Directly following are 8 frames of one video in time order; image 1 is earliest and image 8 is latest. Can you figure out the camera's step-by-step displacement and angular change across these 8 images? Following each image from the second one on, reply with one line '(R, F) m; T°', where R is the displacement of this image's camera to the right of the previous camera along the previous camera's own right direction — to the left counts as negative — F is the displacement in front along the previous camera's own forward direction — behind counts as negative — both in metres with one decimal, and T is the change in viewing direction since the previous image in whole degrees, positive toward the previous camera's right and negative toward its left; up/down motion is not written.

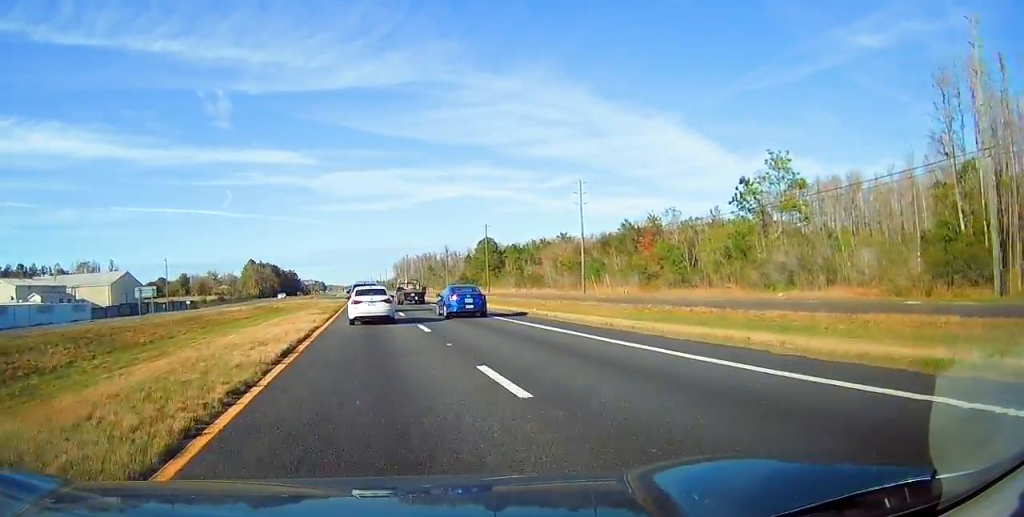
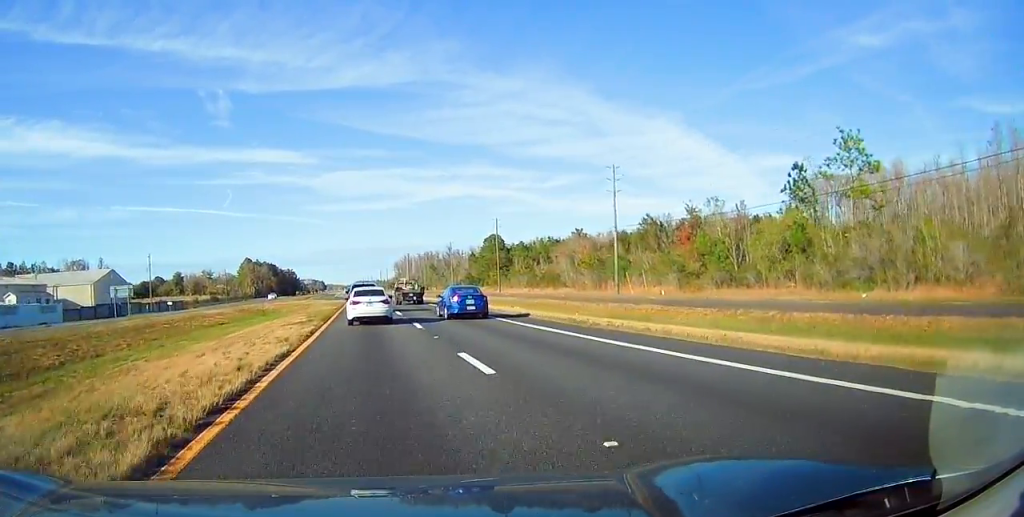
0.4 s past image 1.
(-0.1, +10.2) m; 0°
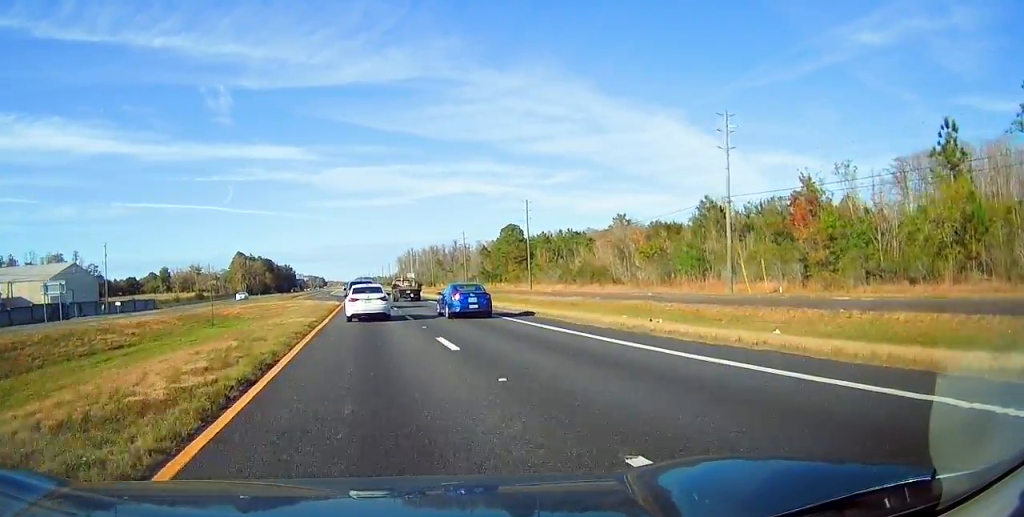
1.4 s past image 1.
(-0.1, +21.4) m; 0°
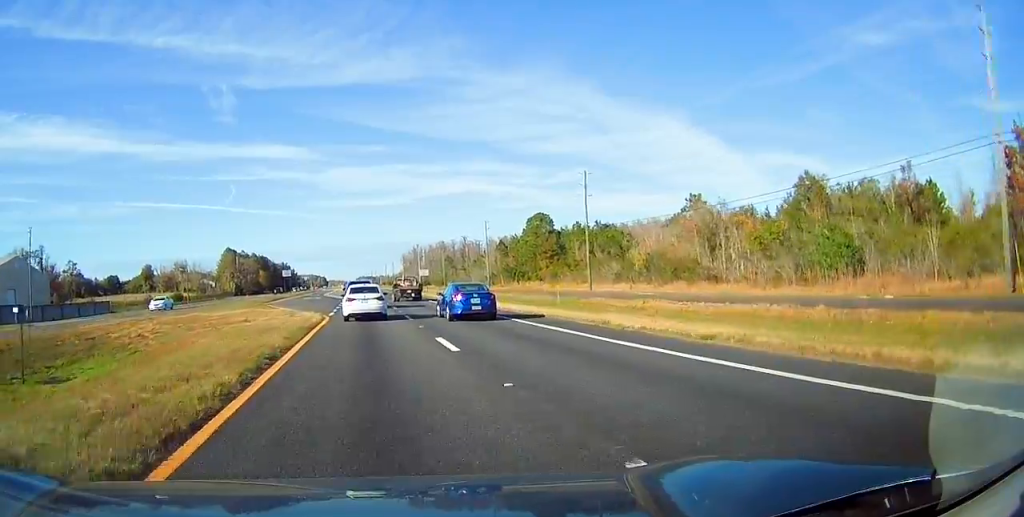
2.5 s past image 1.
(+0.2, +24.9) m; +1°
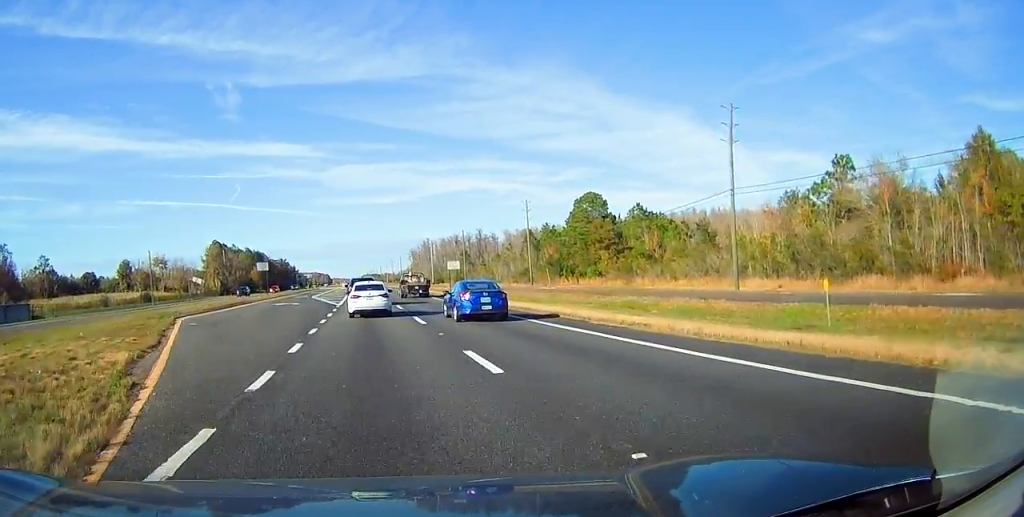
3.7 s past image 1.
(0.0, +29.4) m; -1°
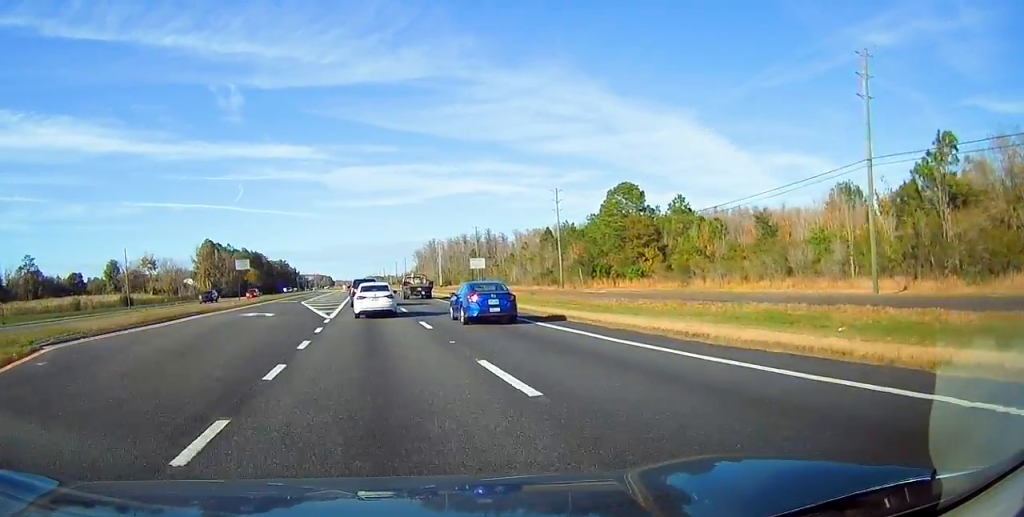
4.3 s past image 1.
(-0.3, +14.5) m; 0°
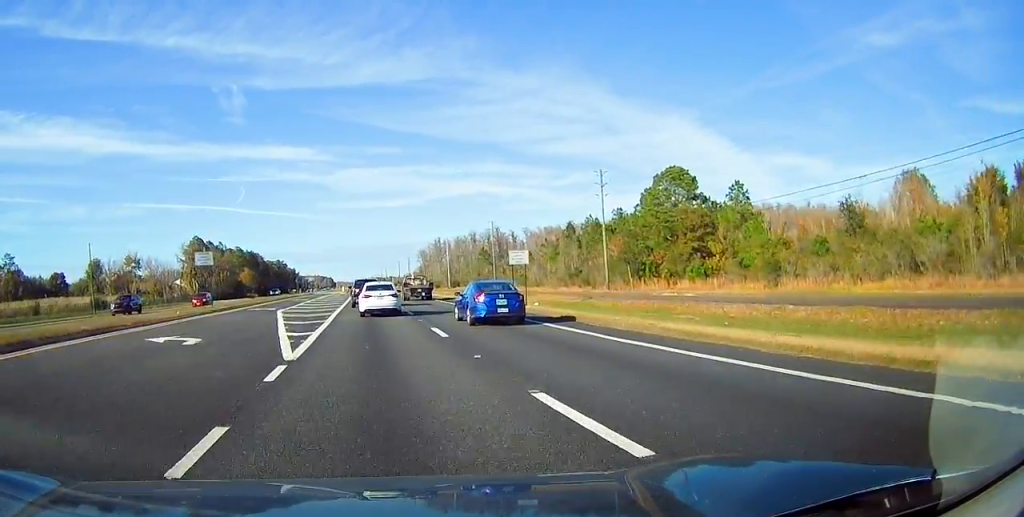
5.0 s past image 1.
(0.0, +16.0) m; 0°
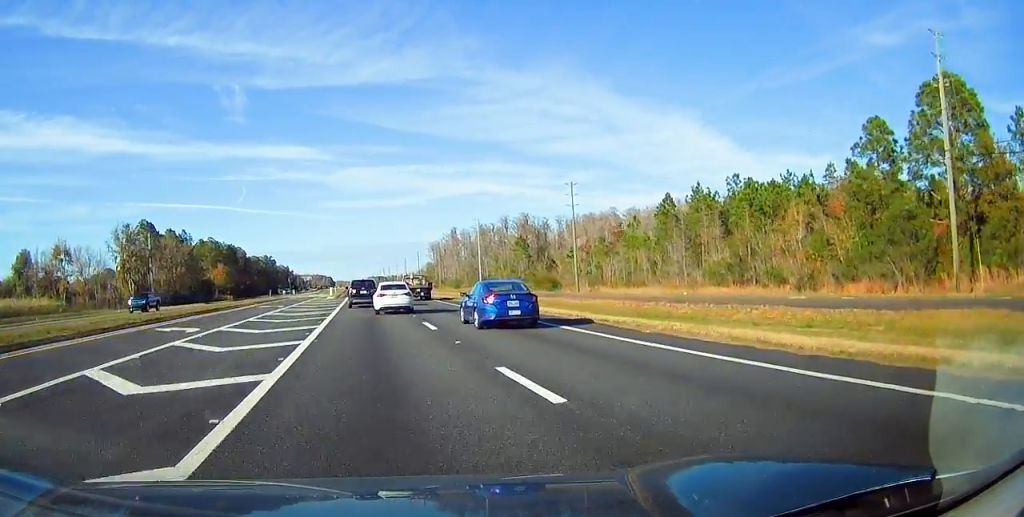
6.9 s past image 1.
(-0.3, +47.2) m; -1°
